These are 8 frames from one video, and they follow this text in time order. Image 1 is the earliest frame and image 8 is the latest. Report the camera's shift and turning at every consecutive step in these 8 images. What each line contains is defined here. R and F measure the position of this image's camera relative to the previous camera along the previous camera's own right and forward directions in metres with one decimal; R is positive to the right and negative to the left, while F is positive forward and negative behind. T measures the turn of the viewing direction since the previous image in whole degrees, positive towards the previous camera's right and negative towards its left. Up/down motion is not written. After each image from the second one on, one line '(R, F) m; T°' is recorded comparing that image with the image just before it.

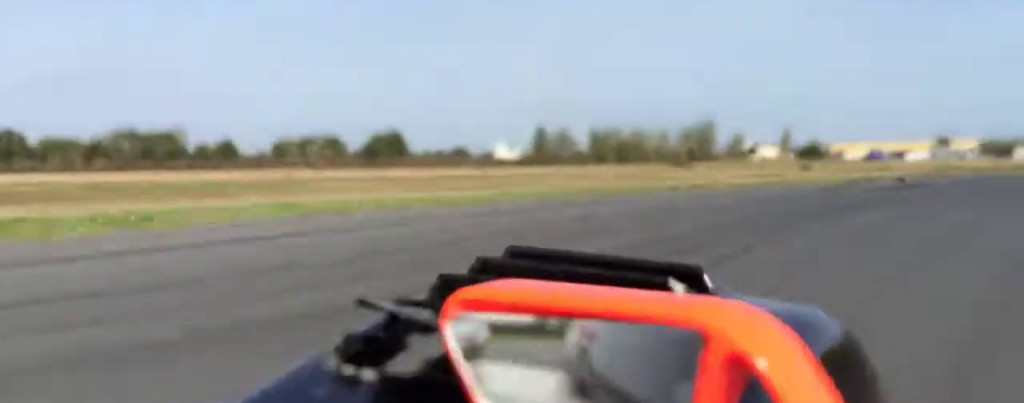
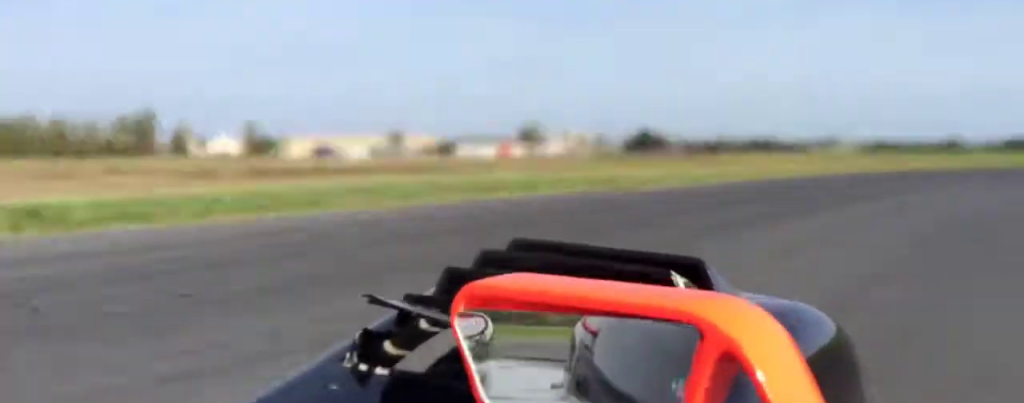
(0.0, +65.3) m; +13°
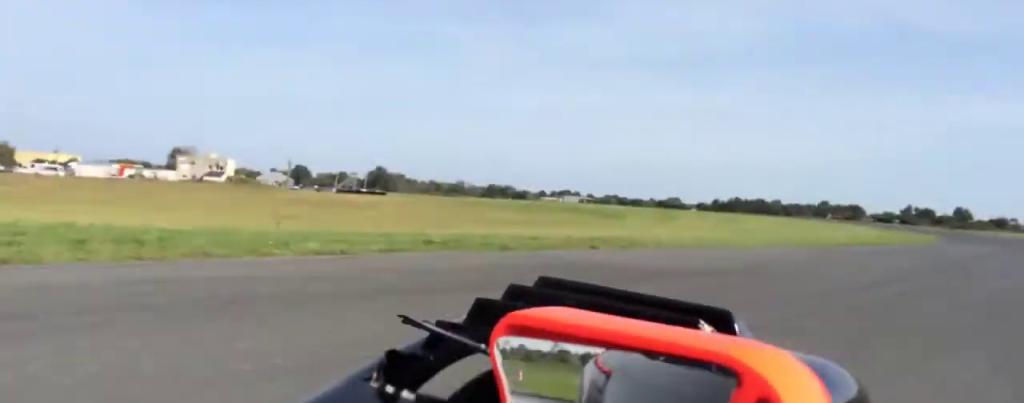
(+19.5, +58.8) m; +29°
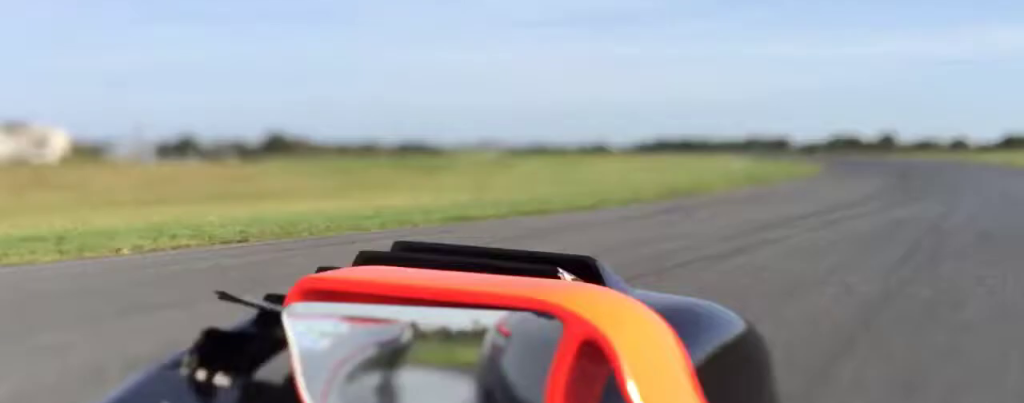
(+1.1, +18.9) m; +2°
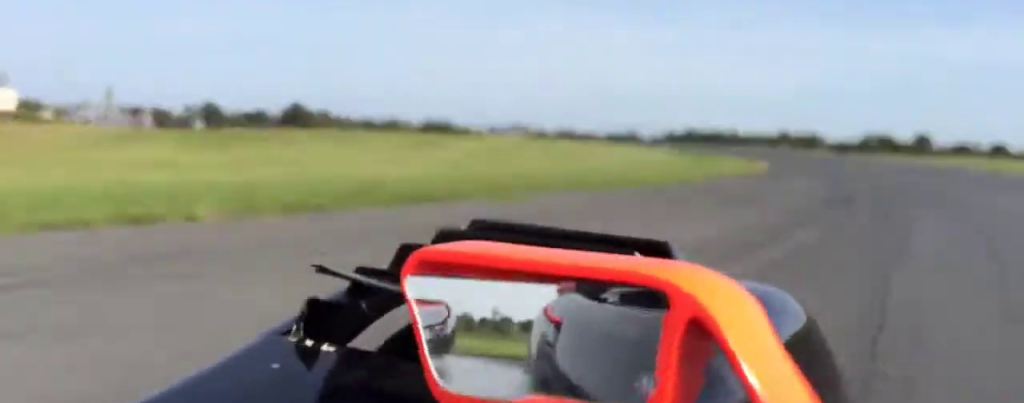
(+0.7, +27.5) m; 0°
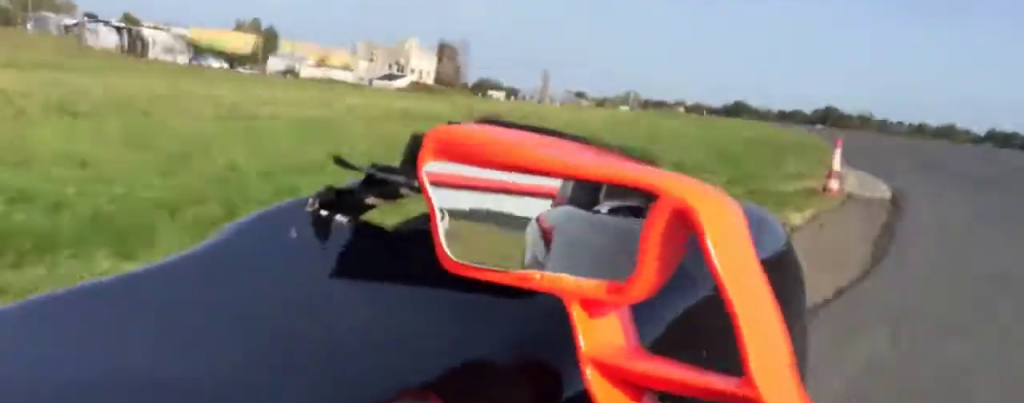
(-3.5, +56.9) m; -9°
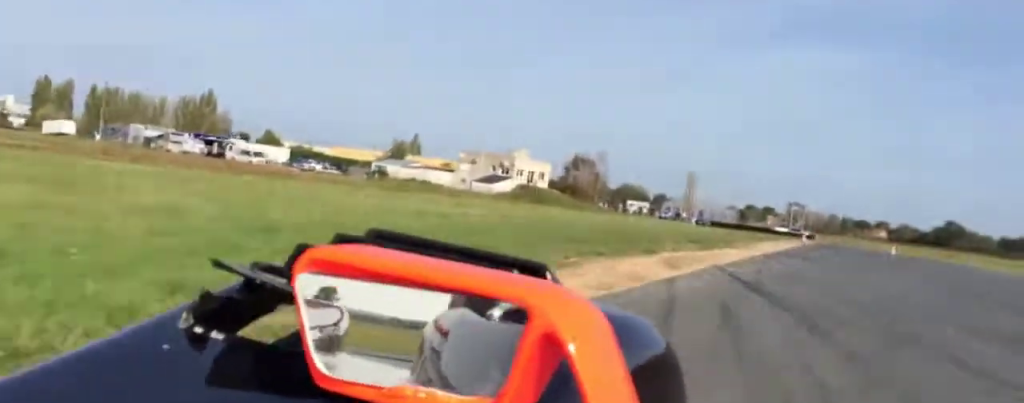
(-0.9, +29.0) m; -2°
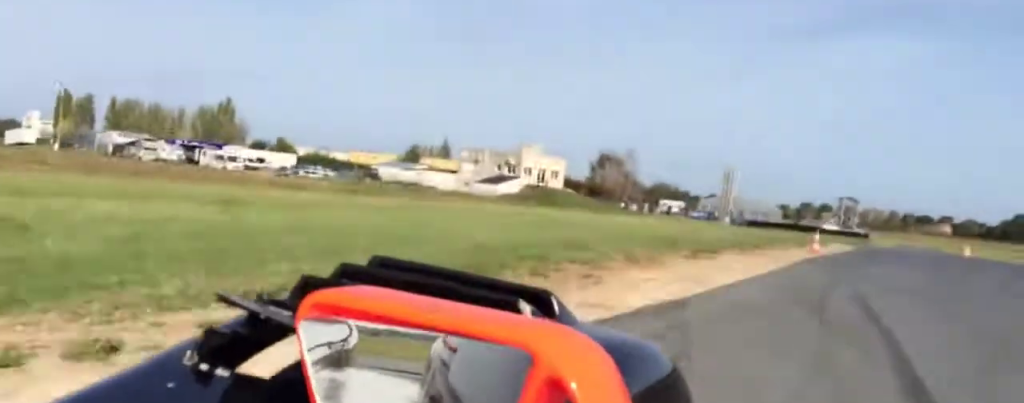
(0.0, +14.9) m; 0°
